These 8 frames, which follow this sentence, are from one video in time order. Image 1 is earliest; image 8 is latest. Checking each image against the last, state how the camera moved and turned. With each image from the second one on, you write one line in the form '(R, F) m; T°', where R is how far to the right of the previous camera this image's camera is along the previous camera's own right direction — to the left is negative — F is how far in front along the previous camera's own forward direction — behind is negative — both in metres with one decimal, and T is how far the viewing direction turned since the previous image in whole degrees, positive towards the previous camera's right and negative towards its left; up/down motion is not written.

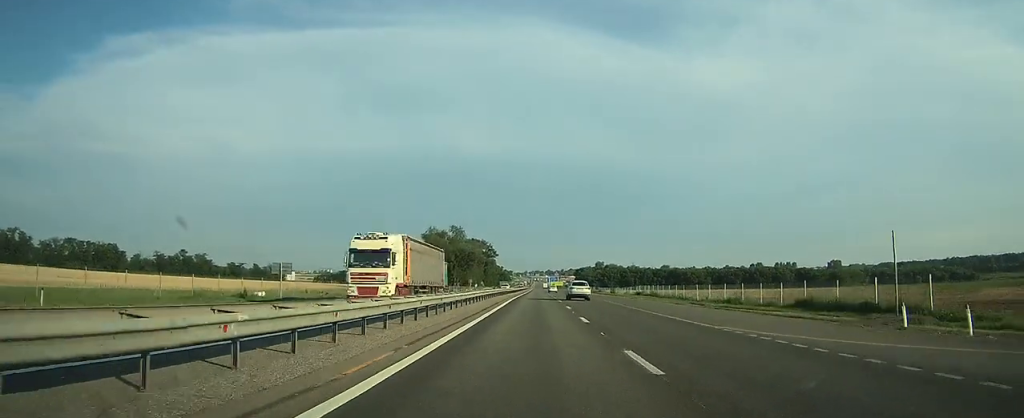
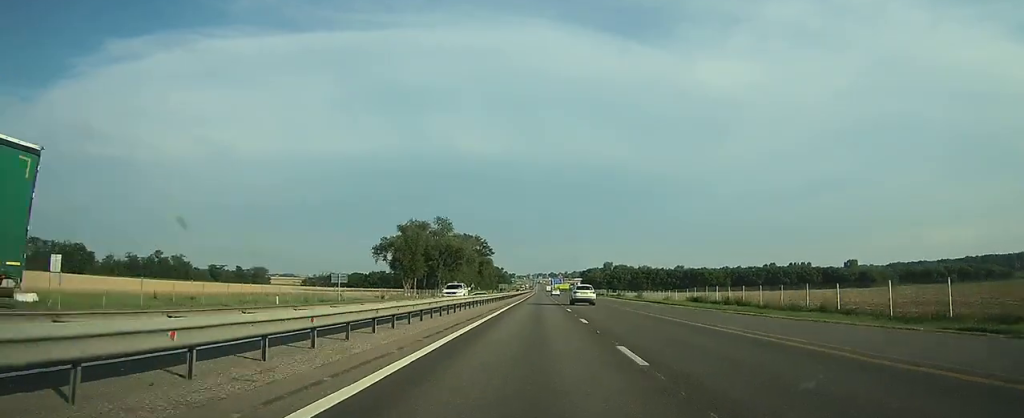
(0.0, +34.8) m; 0°
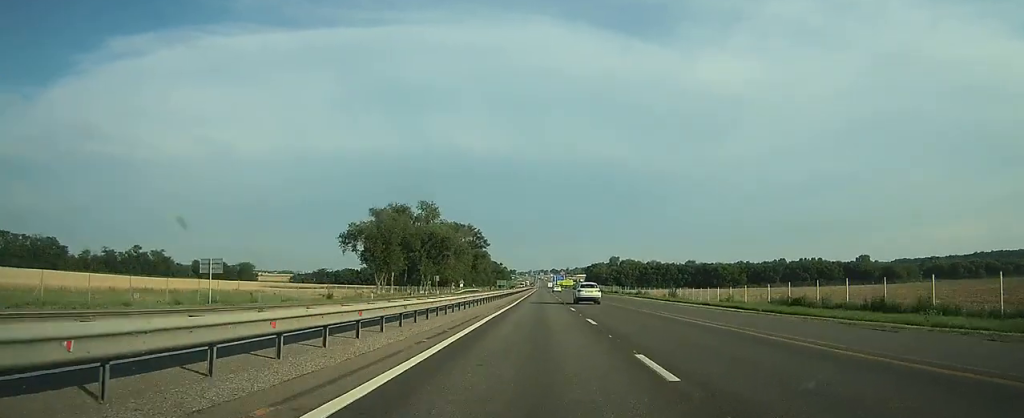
(0.0, +25.7) m; 0°
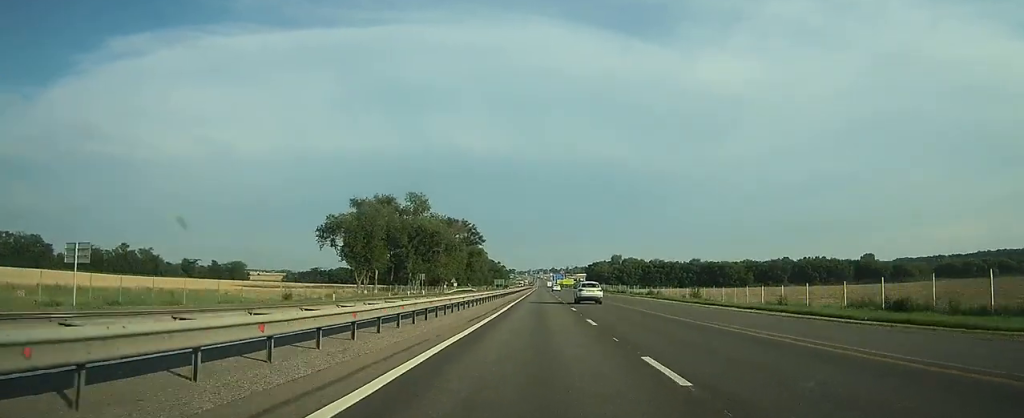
(0.0, +12.4) m; 0°
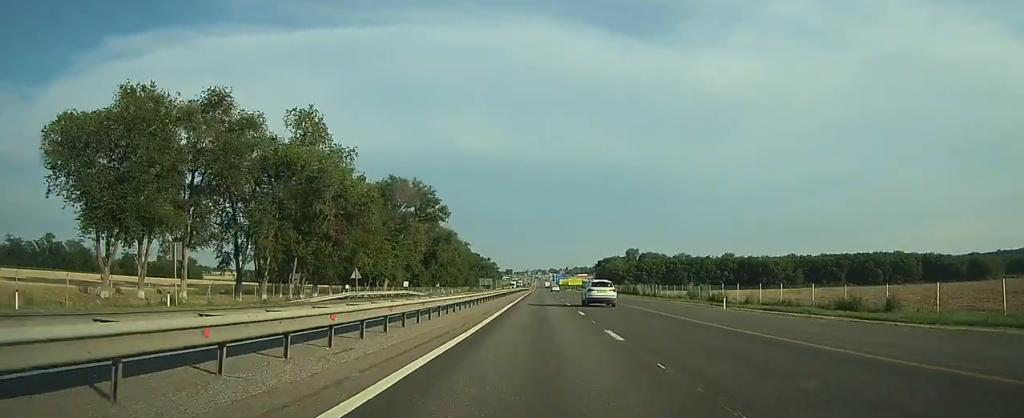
(-0.1, +65.7) m; 0°
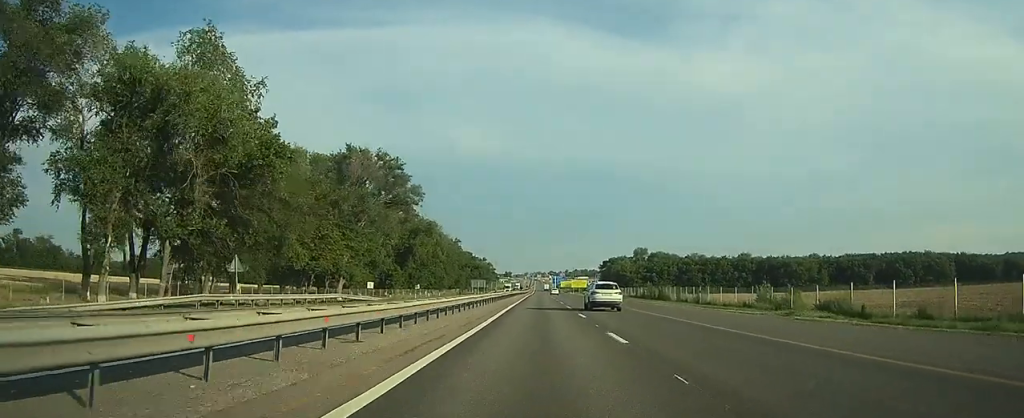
(+0.1, +24.3) m; 0°
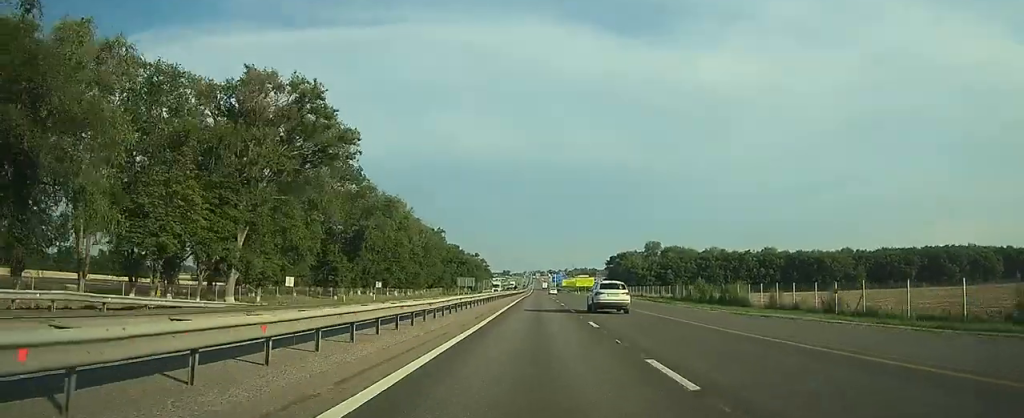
(0.0, +30.2) m; 0°
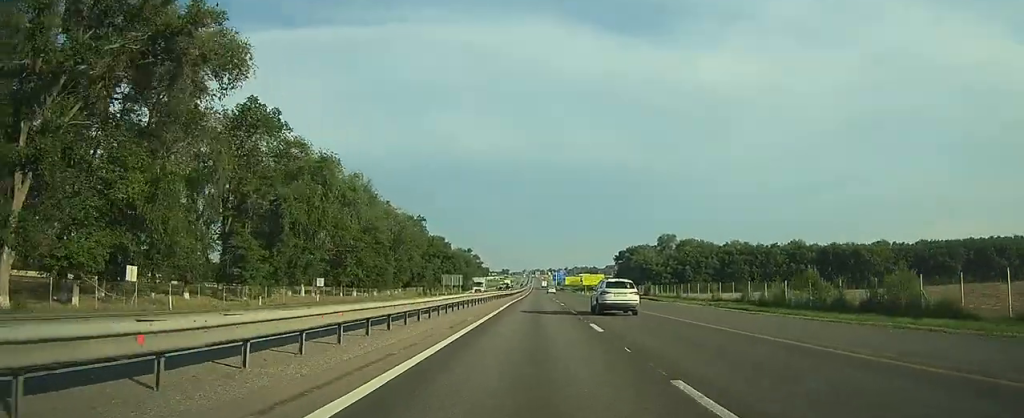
(0.0, +26.3) m; 0°
